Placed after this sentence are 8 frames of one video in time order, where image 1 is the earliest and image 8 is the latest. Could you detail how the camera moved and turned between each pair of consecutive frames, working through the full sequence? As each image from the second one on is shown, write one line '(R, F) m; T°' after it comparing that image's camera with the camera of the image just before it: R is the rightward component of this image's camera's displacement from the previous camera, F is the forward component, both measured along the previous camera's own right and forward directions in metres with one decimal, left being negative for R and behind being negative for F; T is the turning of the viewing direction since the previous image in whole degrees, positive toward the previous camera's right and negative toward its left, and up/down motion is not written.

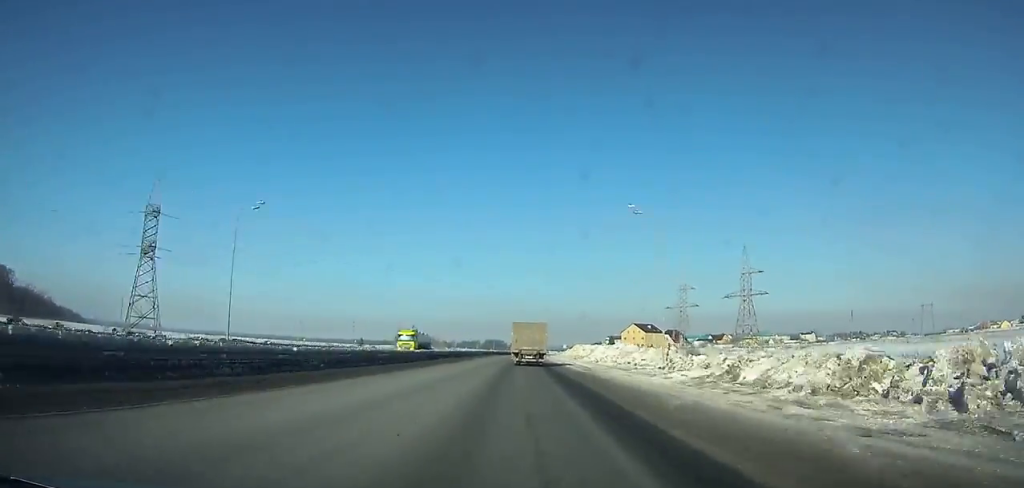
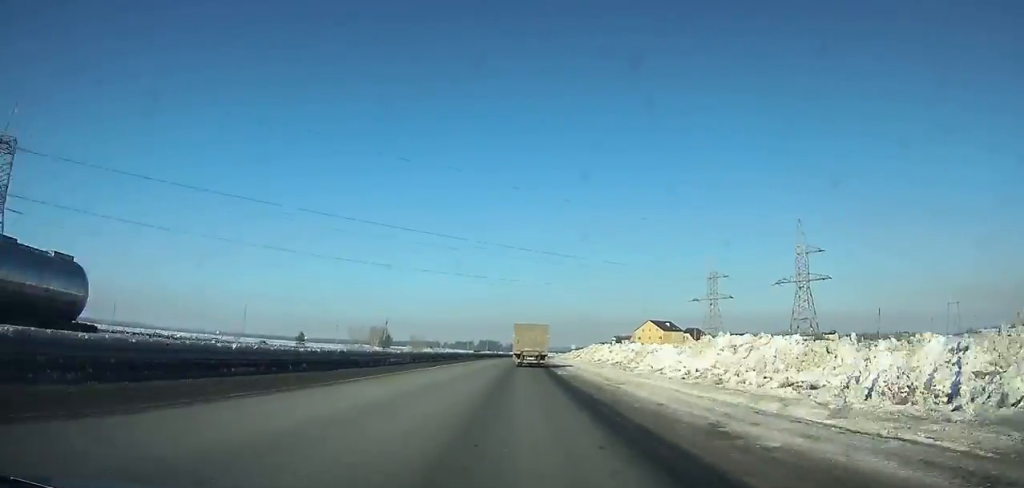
(0.0, +38.9) m; +1°
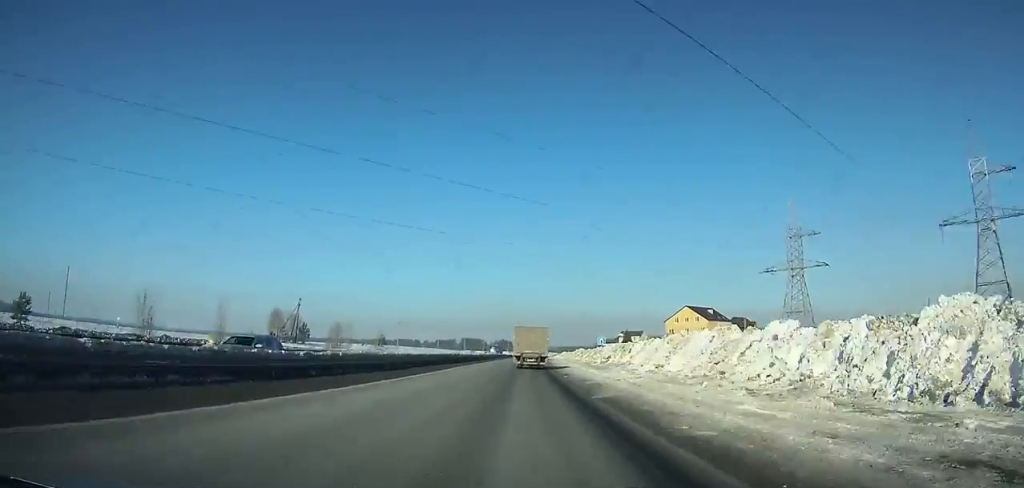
(+0.7, +67.3) m; +1°
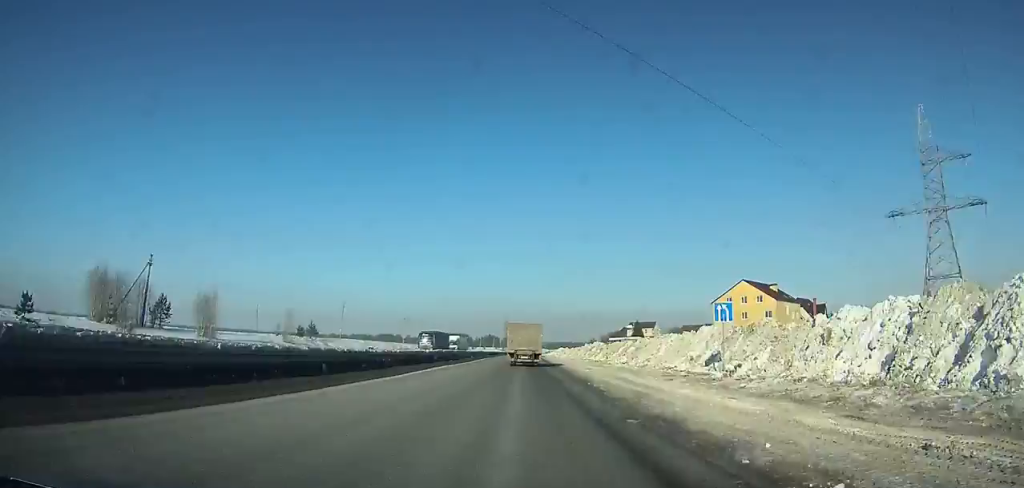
(+0.4, +49.4) m; +1°
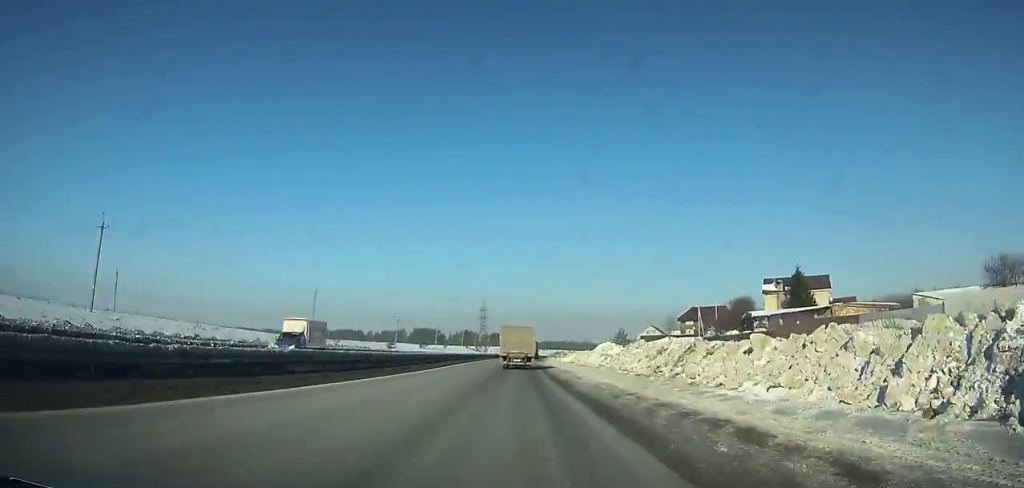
(+1.7, +140.5) m; +2°
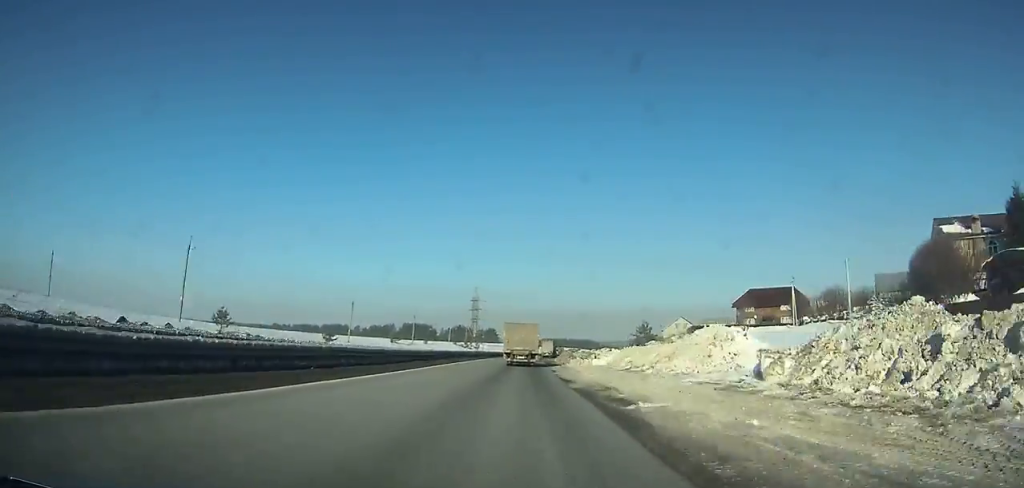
(0.0, +43.3) m; +1°
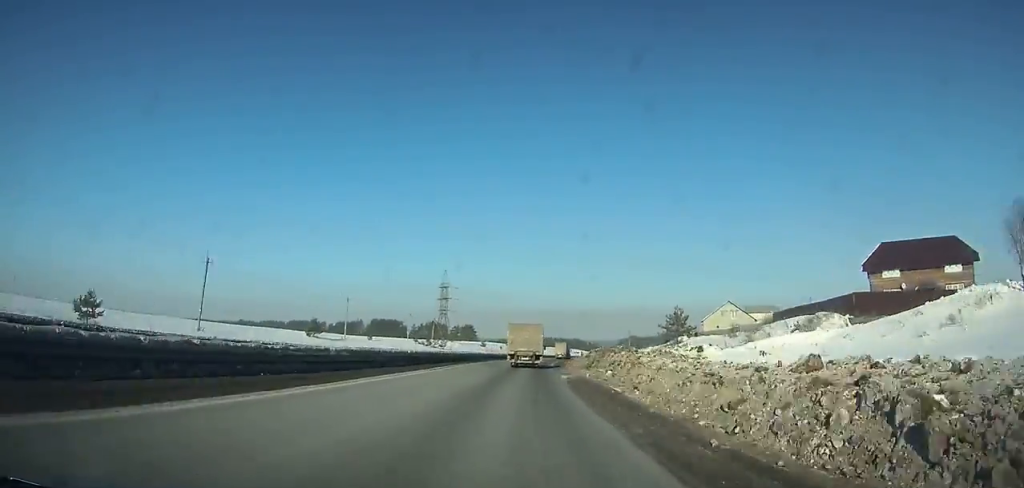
(+0.6, +53.2) m; +2°
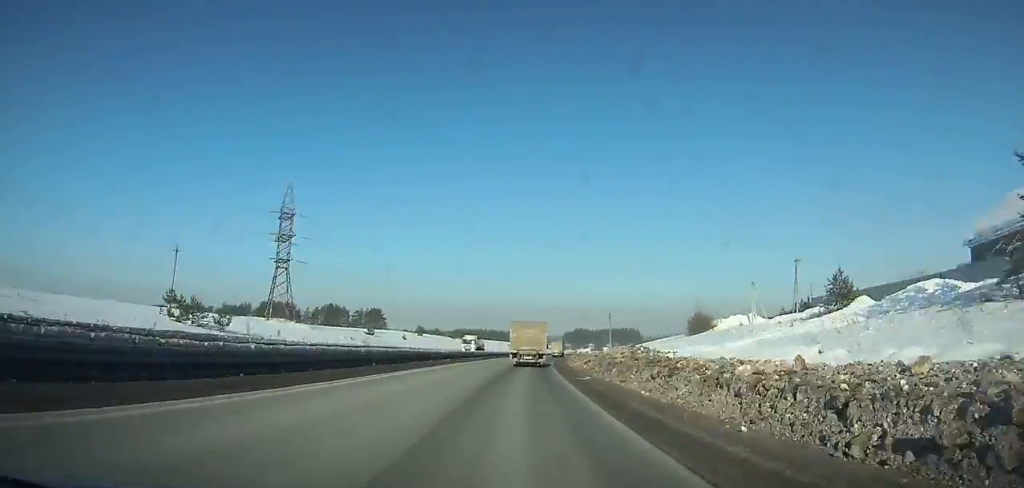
(+5.2, +101.5) m; +5°
